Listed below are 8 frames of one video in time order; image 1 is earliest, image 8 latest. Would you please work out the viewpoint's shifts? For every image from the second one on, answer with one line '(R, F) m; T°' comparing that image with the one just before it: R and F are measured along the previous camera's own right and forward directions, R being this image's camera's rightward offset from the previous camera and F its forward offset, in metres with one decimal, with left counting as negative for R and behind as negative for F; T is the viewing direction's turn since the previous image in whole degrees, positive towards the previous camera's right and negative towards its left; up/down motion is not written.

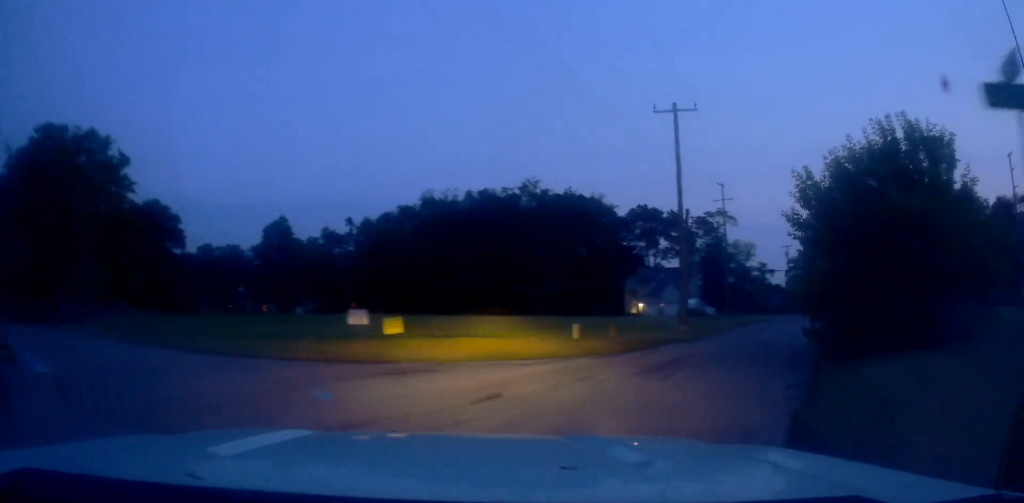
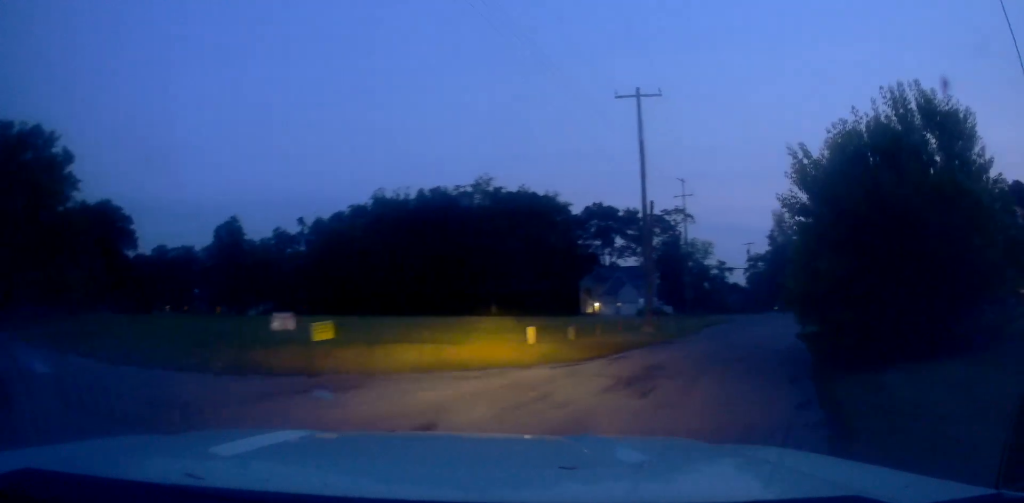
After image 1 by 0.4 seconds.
(0.0, +2.8) m; +2°
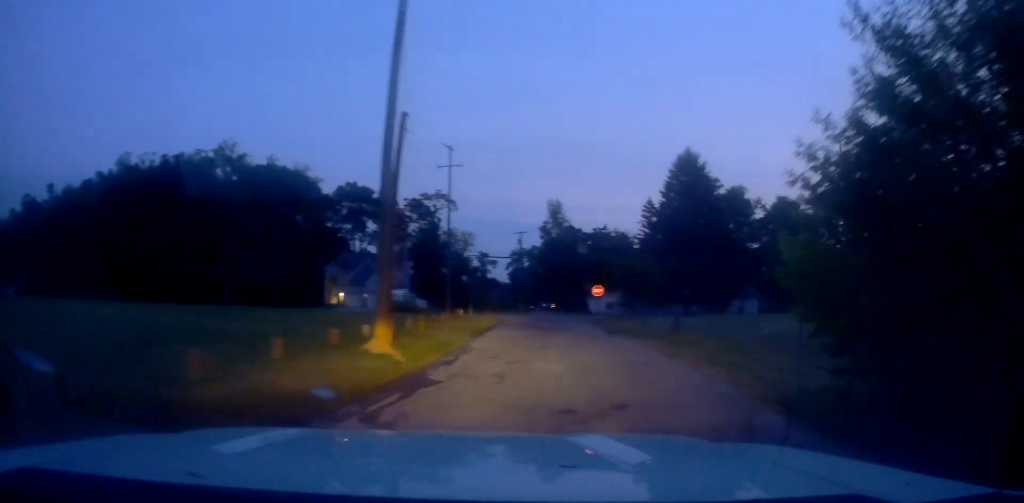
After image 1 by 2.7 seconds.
(+1.7, +13.1) m; +17°
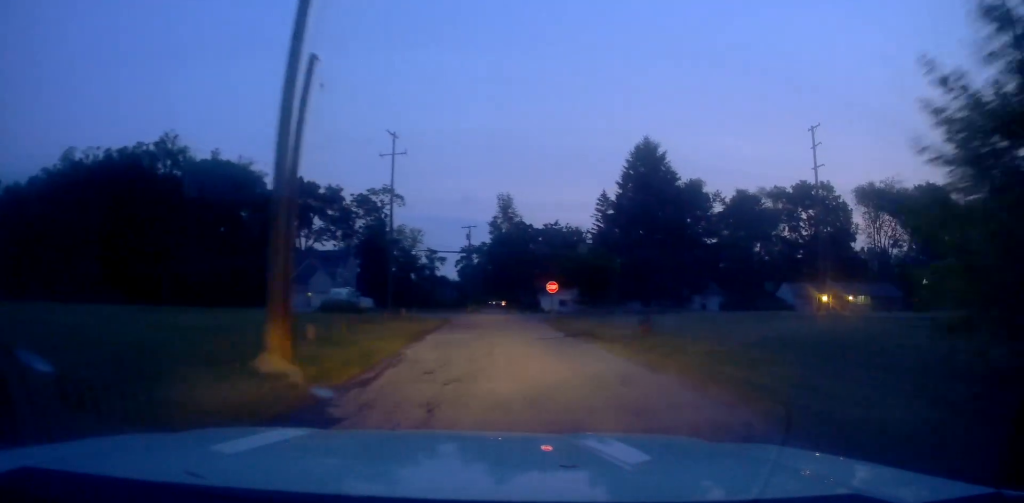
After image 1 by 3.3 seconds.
(-0.1, +3.5) m; +9°
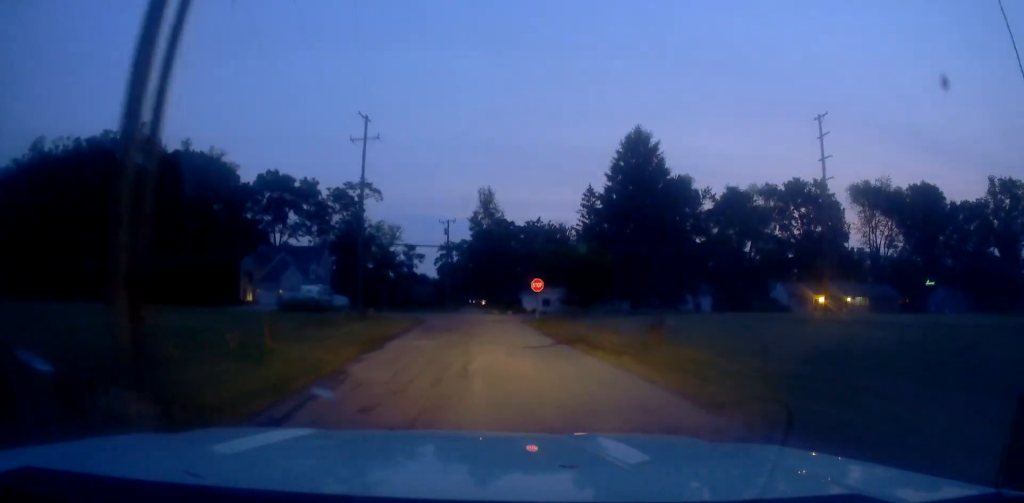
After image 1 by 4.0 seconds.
(+0.7, +4.1) m; +9°
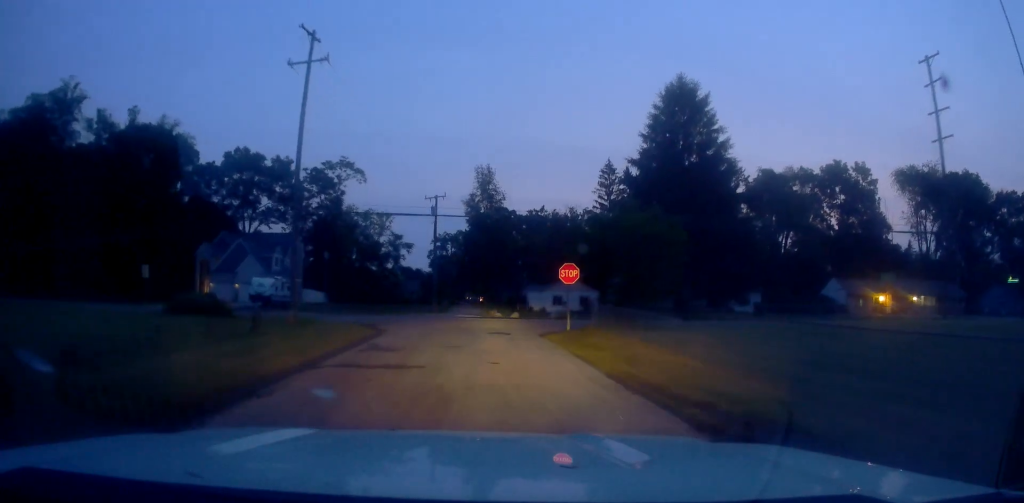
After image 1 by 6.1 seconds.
(+1.3, +14.4) m; +5°
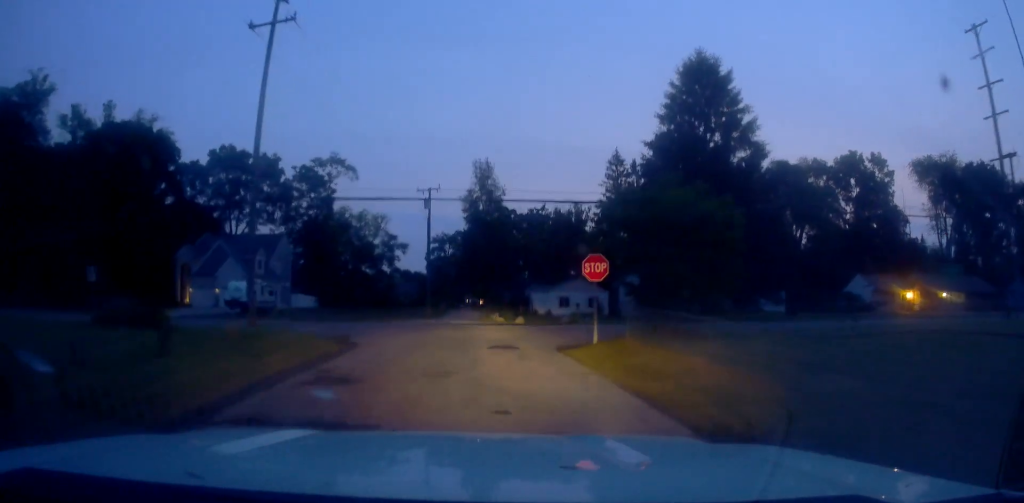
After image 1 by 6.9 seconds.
(0.0, +5.9) m; 0°
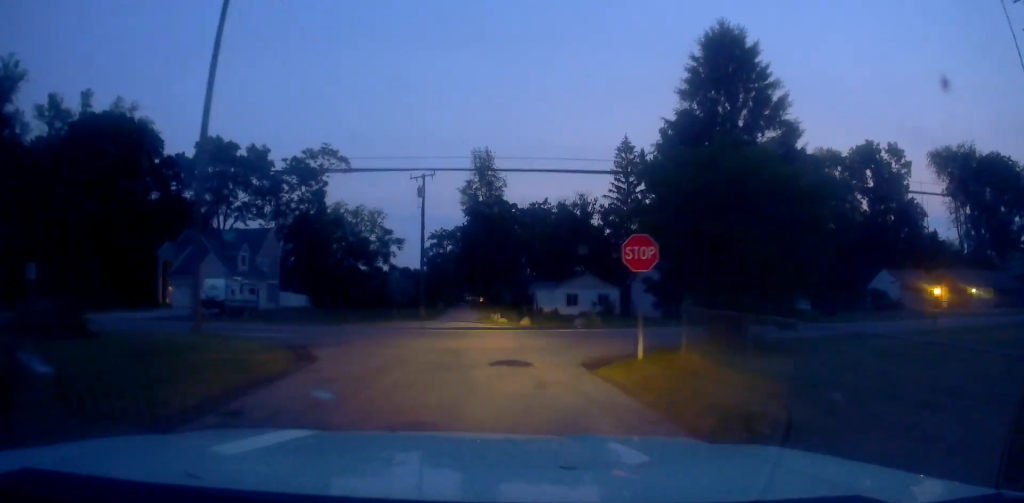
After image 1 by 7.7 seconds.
(0.0, +5.7) m; 0°
